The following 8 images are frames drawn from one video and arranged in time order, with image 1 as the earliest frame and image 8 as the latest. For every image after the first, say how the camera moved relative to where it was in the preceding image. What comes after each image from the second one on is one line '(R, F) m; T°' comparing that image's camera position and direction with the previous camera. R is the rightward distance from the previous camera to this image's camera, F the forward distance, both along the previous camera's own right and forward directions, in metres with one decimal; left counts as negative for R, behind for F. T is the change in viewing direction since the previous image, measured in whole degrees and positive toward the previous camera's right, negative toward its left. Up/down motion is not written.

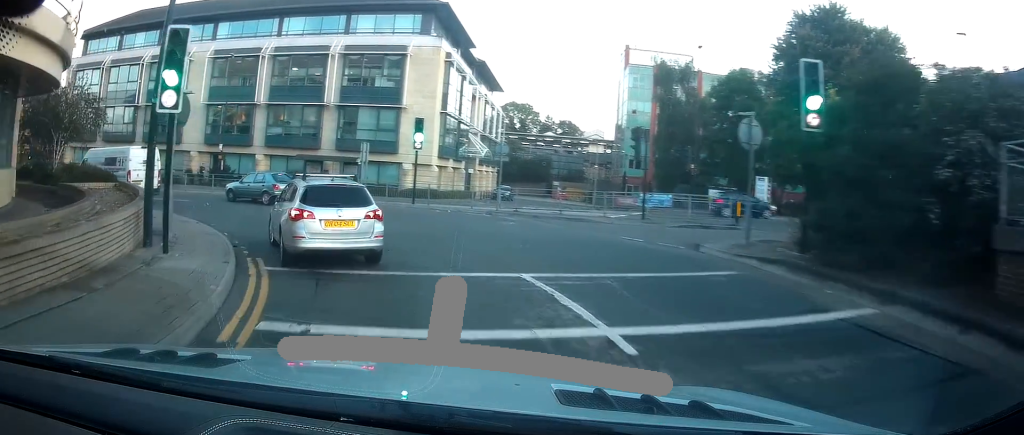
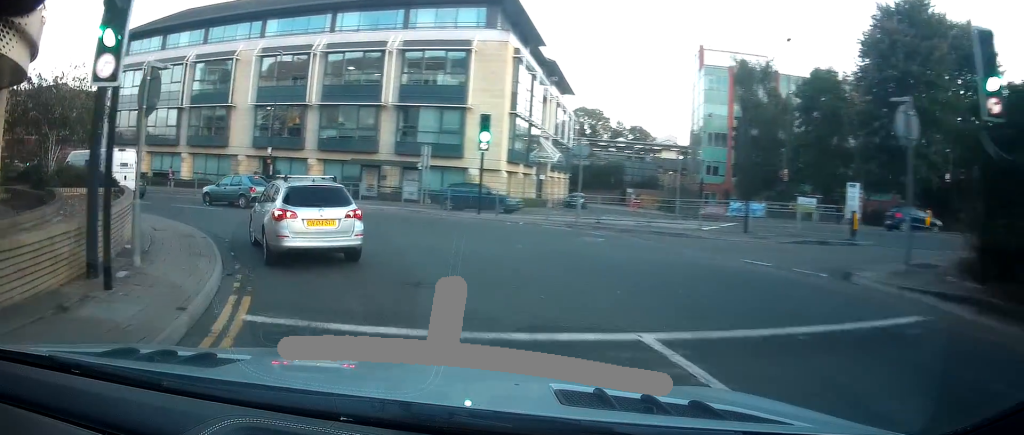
(-0.2, +3.4) m; -8°
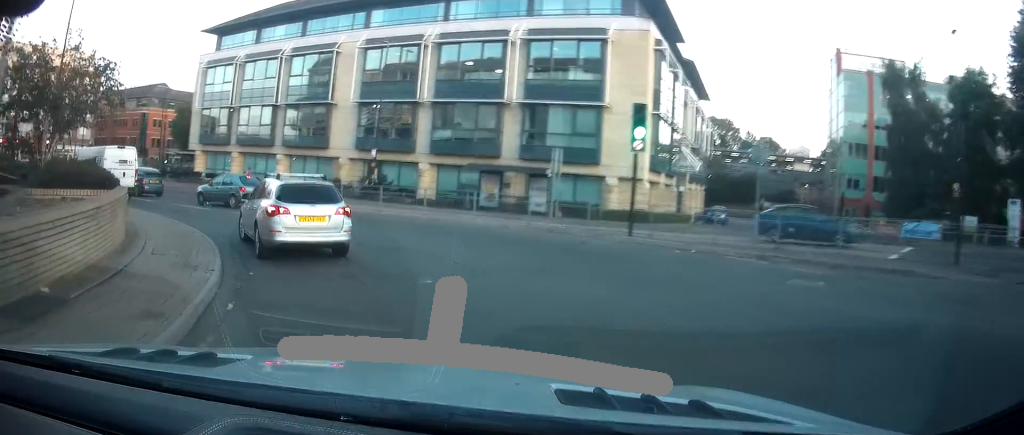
(-0.5, +4.9) m; -11°
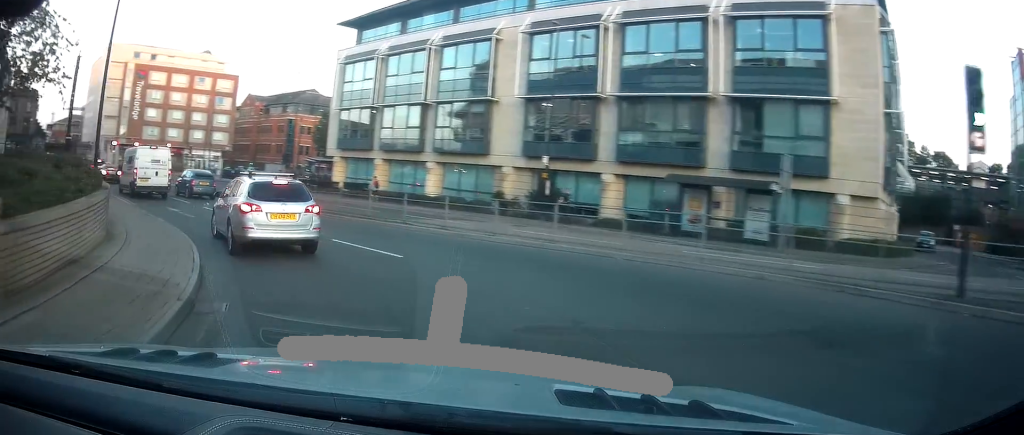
(-0.9, +6.9) m; -12°
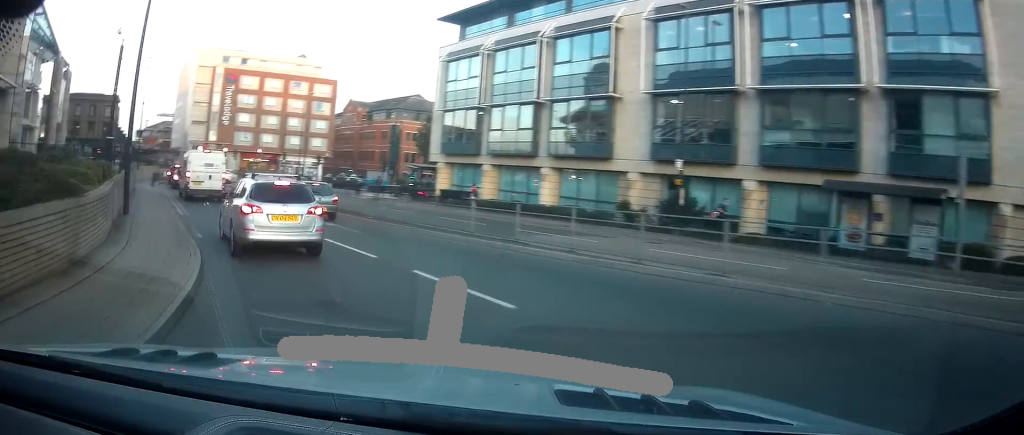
(+0.1, +3.9) m; -7°
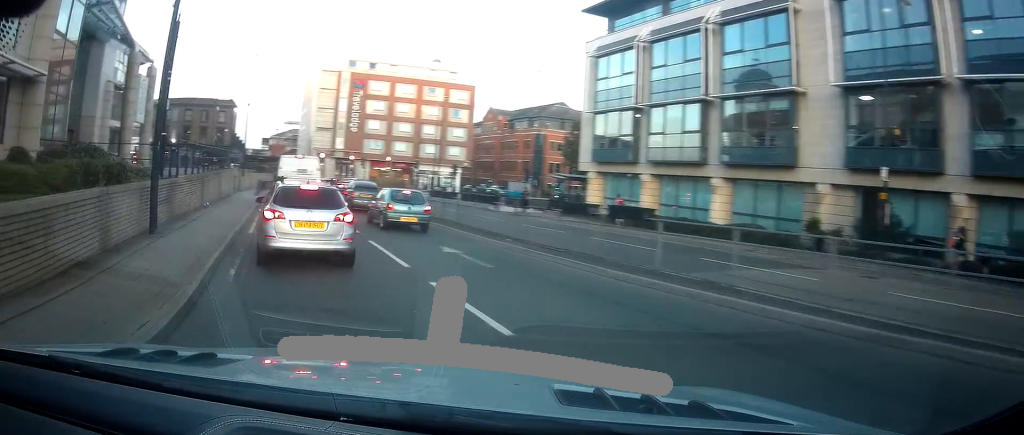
(-0.7, +5.1) m; -14°
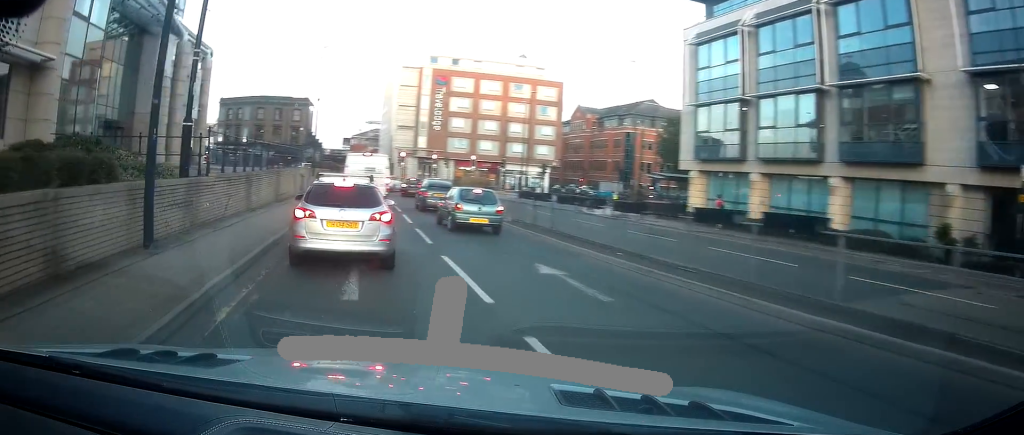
(-0.4, +3.1) m; -9°
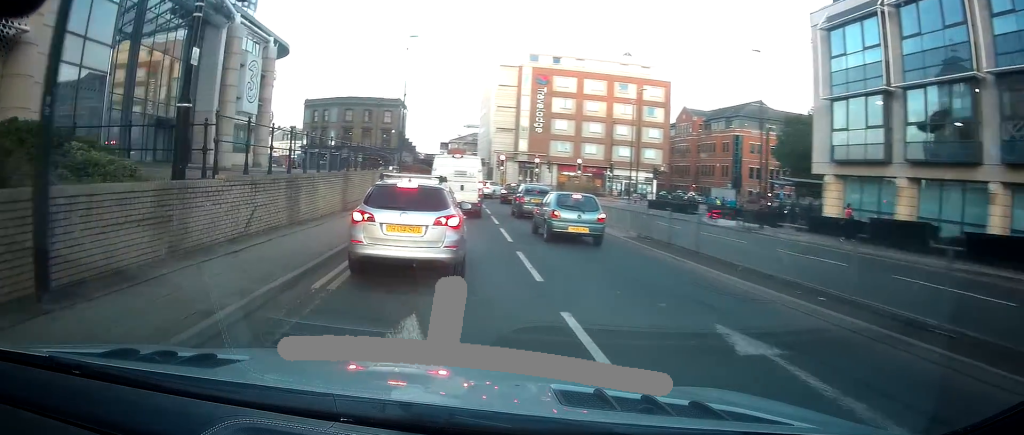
(-0.6, +5.0) m; -12°
